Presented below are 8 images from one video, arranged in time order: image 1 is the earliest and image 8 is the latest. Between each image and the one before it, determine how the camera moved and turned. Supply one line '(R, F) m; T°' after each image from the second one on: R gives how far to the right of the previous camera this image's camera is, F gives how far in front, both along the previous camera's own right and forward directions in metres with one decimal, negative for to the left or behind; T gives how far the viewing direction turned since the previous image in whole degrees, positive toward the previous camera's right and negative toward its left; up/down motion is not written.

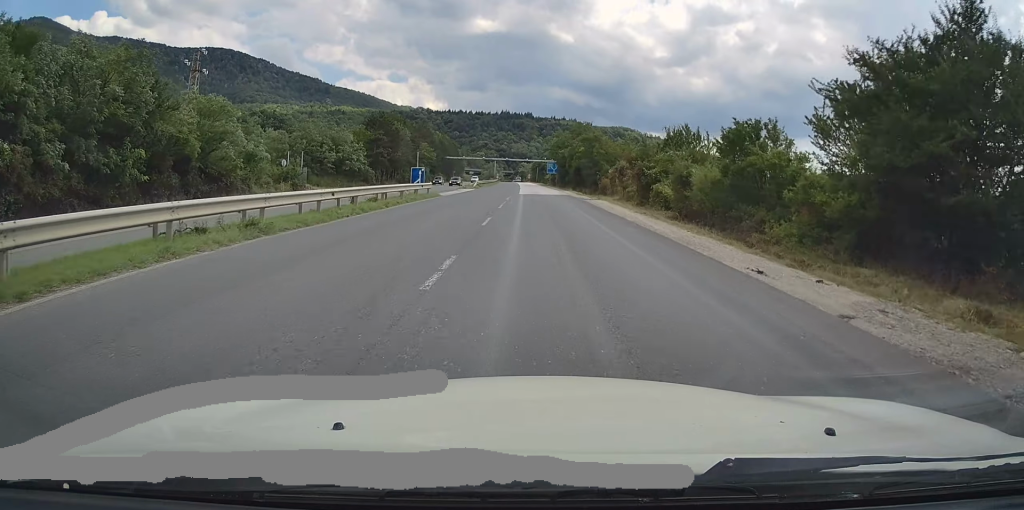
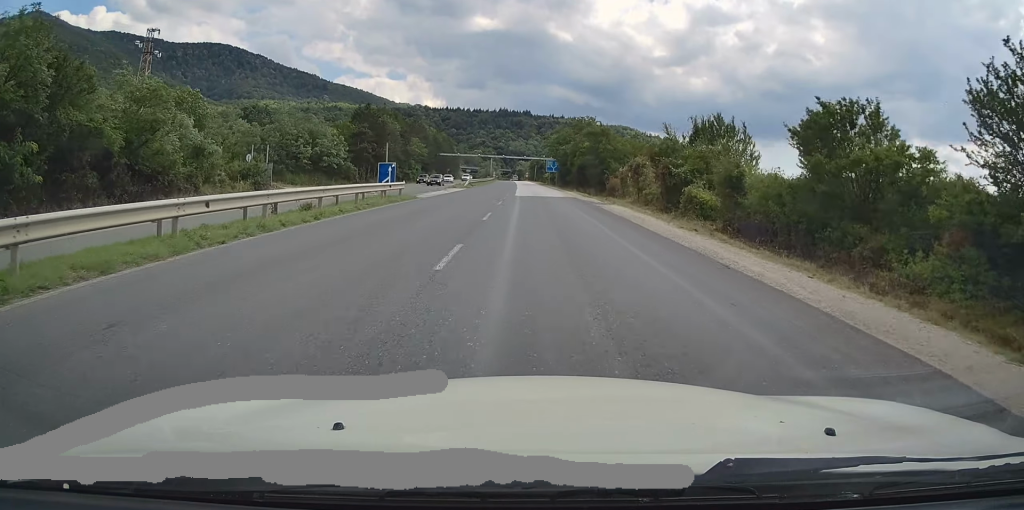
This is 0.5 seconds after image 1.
(-0.1, +8.1) m; 0°
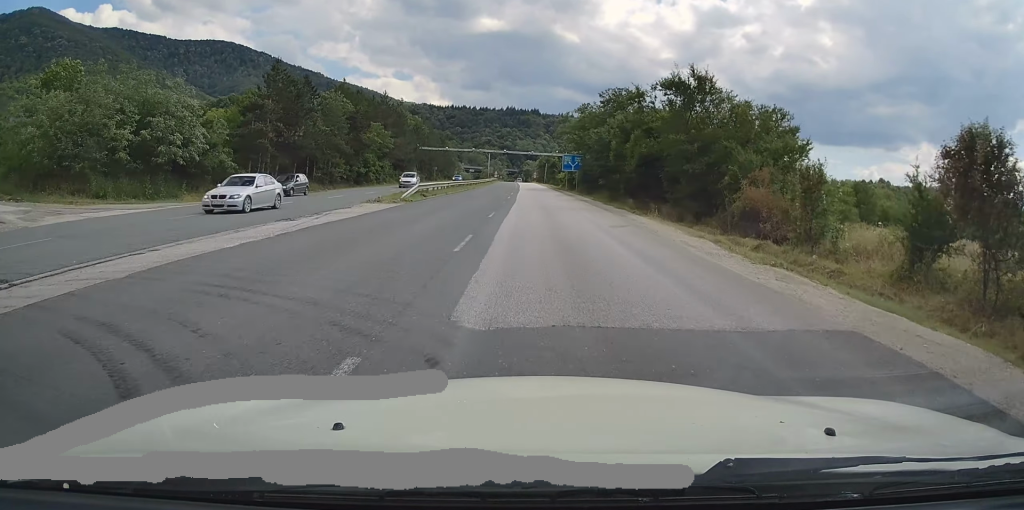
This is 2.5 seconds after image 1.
(-0.1, +34.4) m; -1°
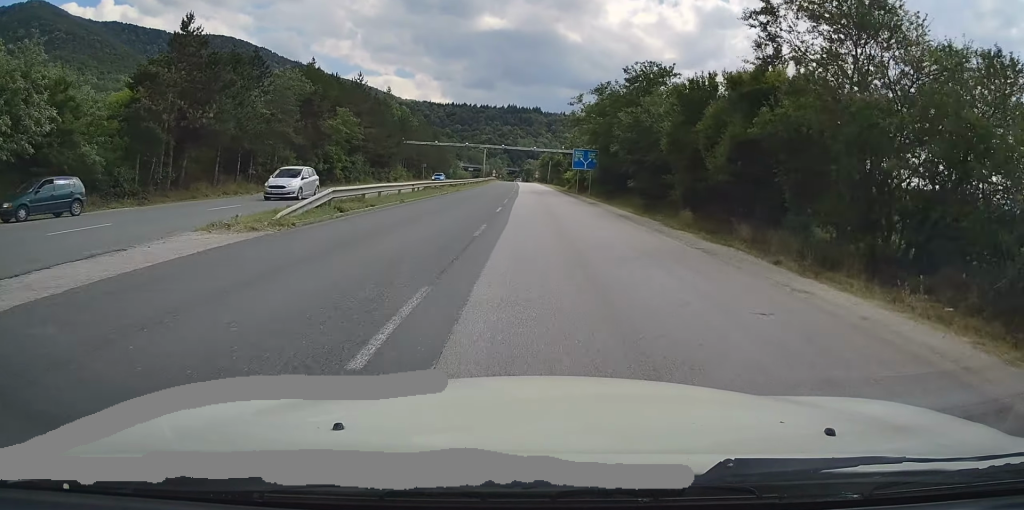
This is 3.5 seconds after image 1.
(0.0, +15.2) m; 0°
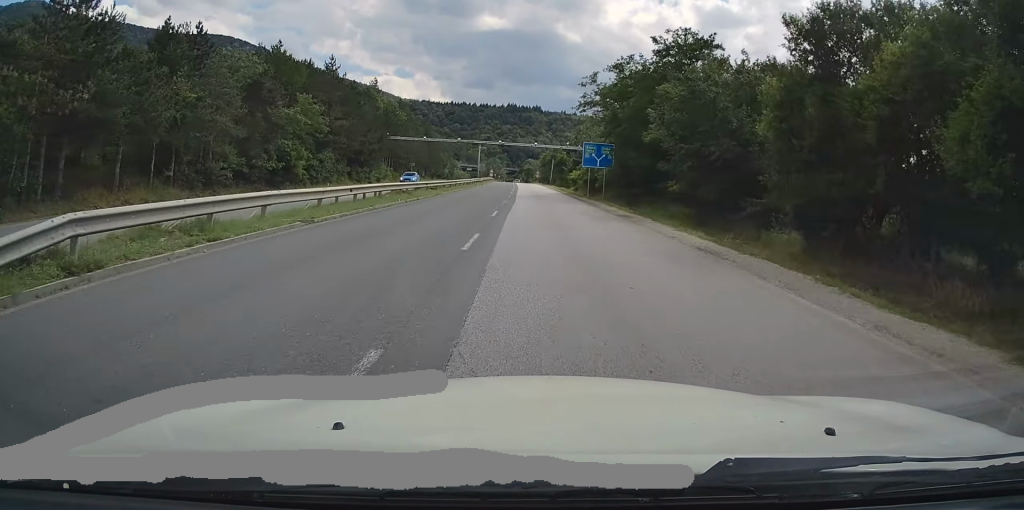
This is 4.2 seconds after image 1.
(0.0, +11.5) m; 0°
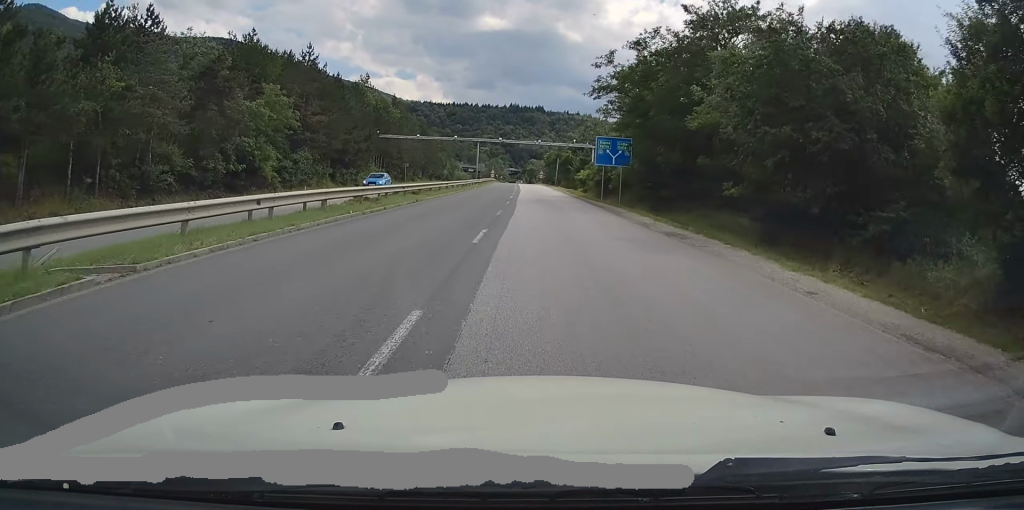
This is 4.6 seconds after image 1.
(0.0, +7.7) m; 0°
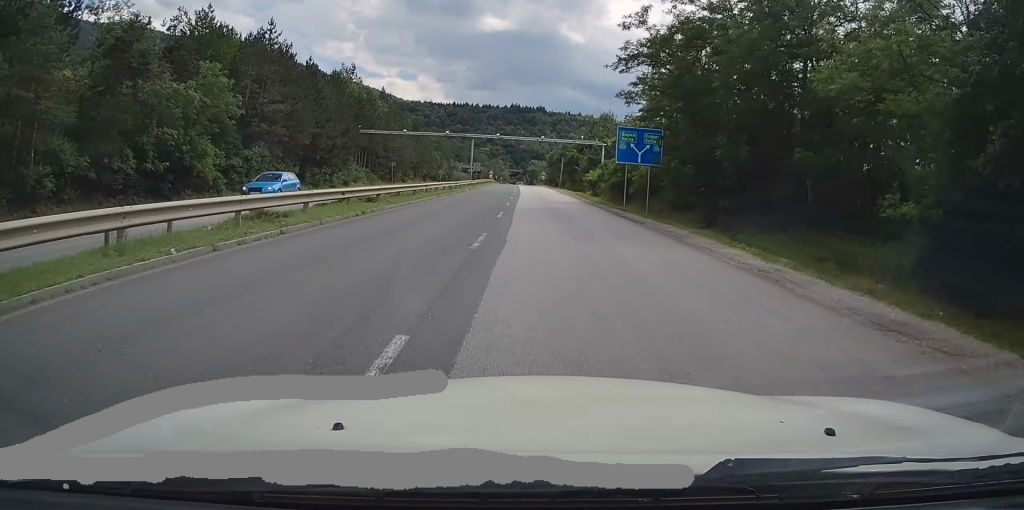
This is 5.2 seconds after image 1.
(-0.1, +9.9) m; 0°
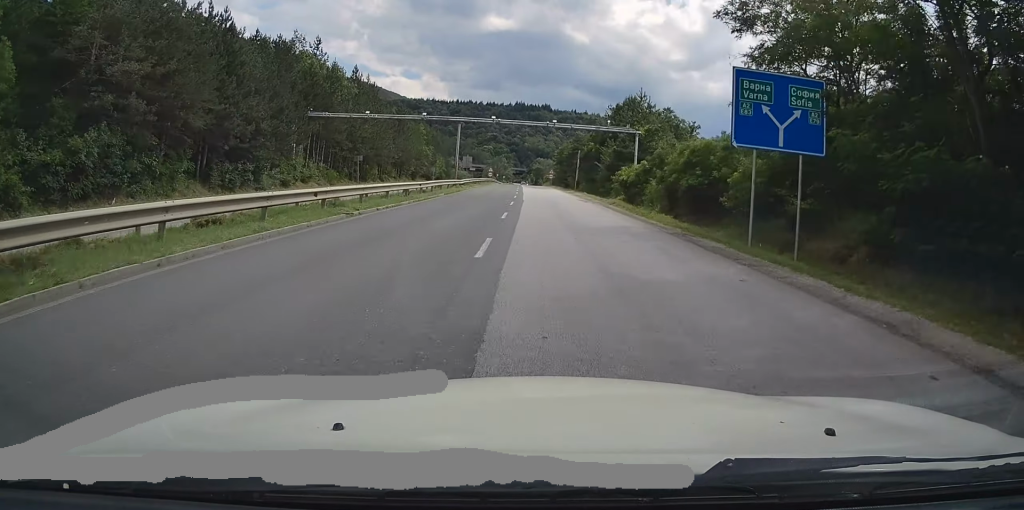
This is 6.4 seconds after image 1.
(0.0, +19.4) m; 0°
